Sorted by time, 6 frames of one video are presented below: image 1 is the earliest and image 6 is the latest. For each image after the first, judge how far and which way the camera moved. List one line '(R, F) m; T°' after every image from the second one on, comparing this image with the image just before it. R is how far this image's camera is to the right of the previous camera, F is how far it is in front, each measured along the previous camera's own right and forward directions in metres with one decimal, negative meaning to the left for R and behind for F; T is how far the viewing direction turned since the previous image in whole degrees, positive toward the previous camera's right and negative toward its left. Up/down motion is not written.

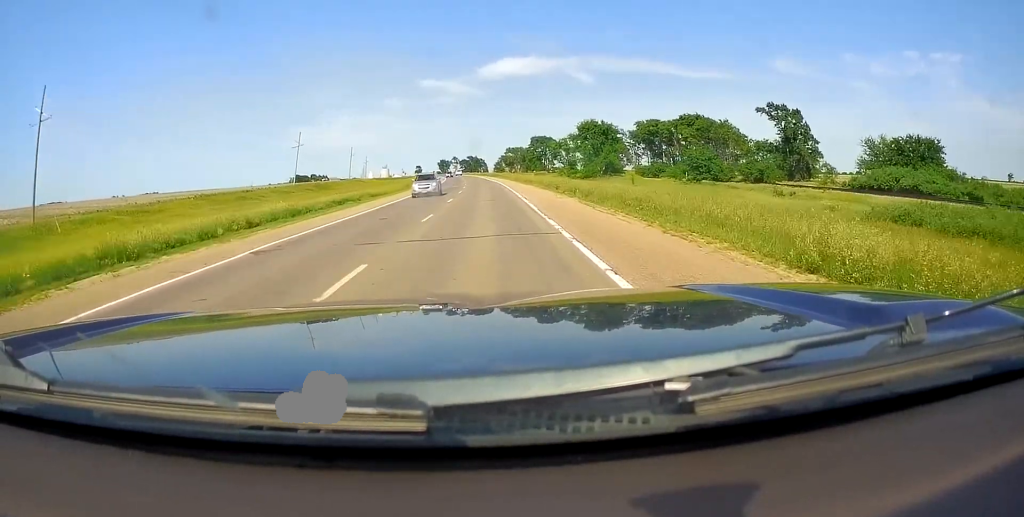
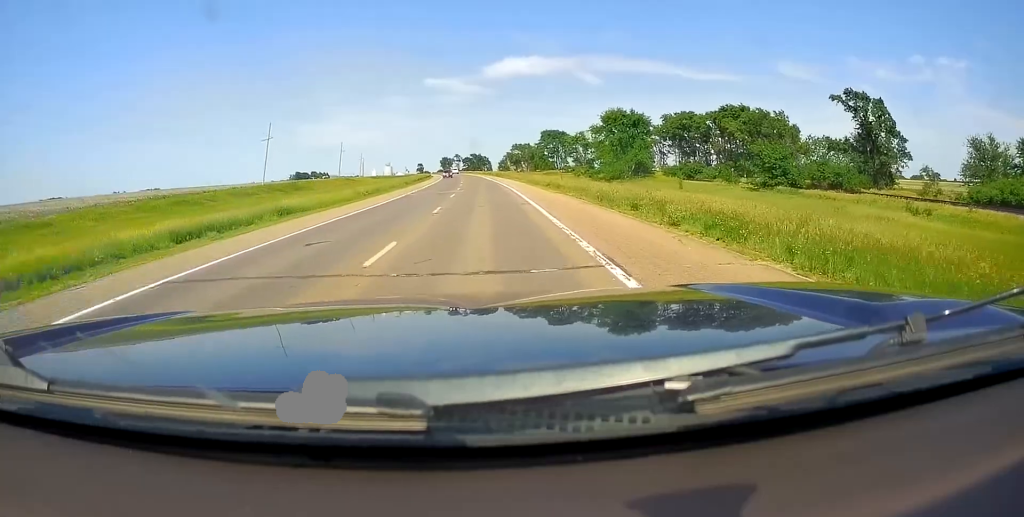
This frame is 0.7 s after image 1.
(0.0, +21.4) m; 0°
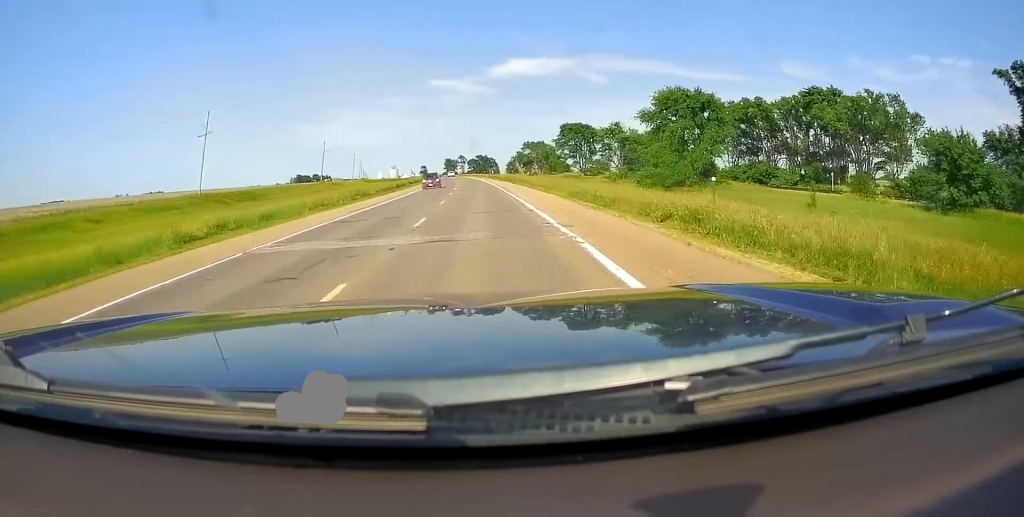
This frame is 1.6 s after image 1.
(0.0, +29.0) m; 0°
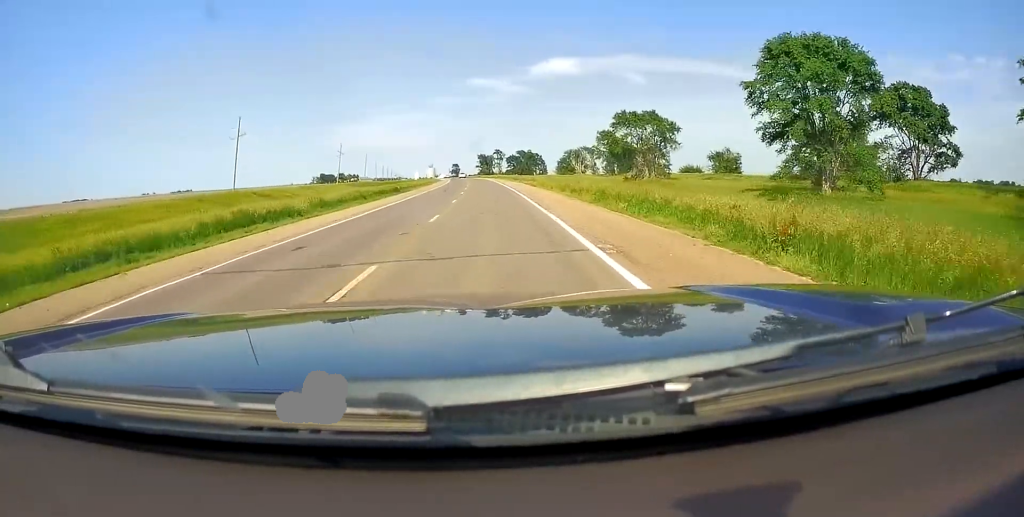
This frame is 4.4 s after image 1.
(-1.1, +82.4) m; -3°
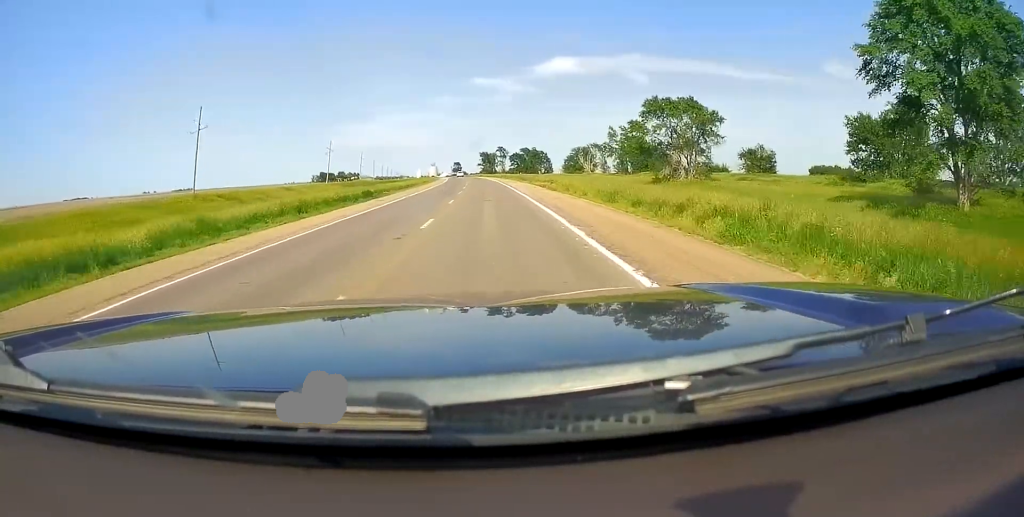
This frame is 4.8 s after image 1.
(-0.1, +14.8) m; -1°
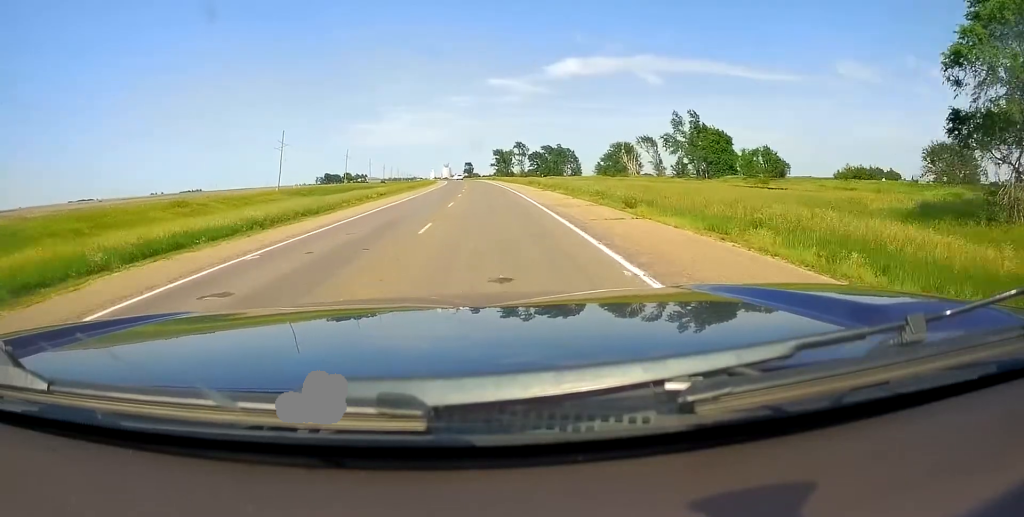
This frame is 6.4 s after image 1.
(-0.6, +49.6) m; -2°
